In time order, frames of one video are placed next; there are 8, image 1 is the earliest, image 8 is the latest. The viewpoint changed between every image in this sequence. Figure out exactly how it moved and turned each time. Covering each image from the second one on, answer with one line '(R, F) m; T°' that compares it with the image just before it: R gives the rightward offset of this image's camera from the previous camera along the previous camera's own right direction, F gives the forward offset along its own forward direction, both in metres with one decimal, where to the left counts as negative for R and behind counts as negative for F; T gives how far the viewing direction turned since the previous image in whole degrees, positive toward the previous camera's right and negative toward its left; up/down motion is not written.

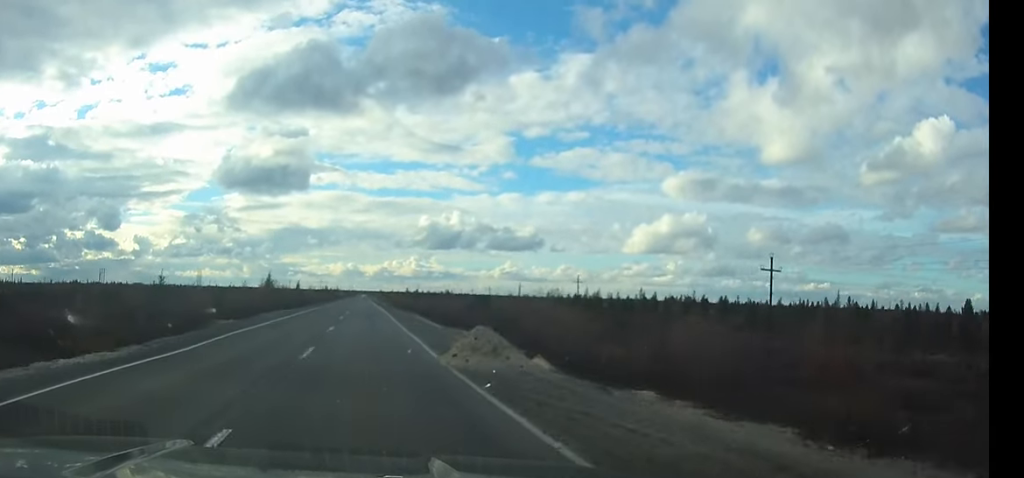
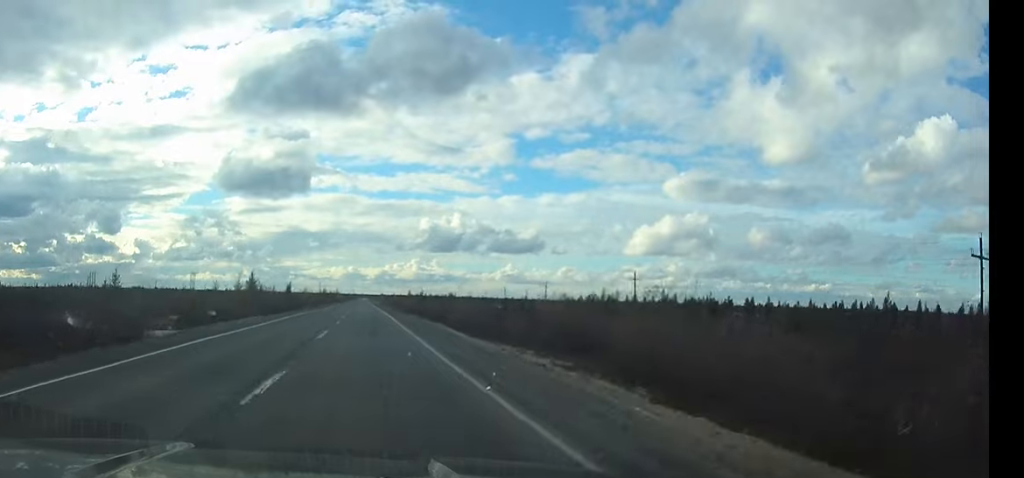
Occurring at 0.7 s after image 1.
(0.0, +20.4) m; 0°
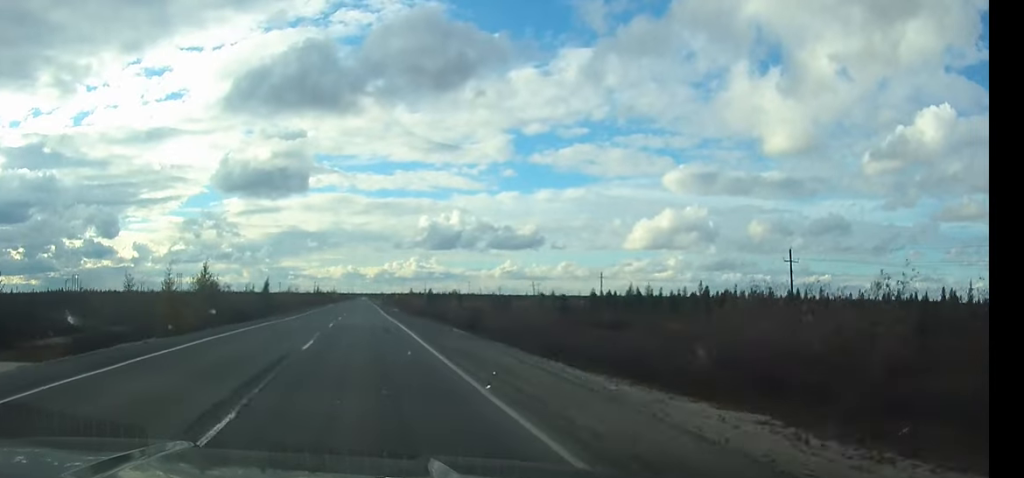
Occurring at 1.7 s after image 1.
(0.0, +30.2) m; 0°
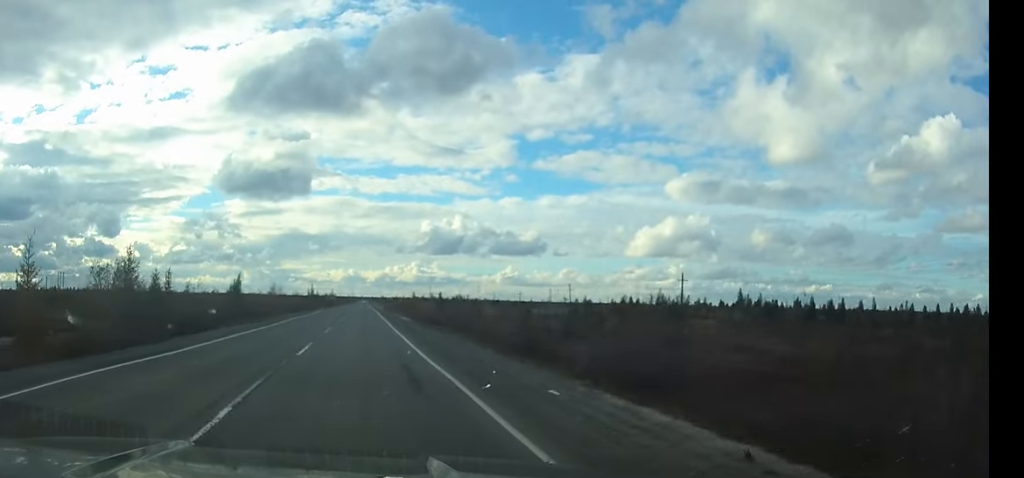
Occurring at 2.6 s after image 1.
(0.0, +25.3) m; 0°
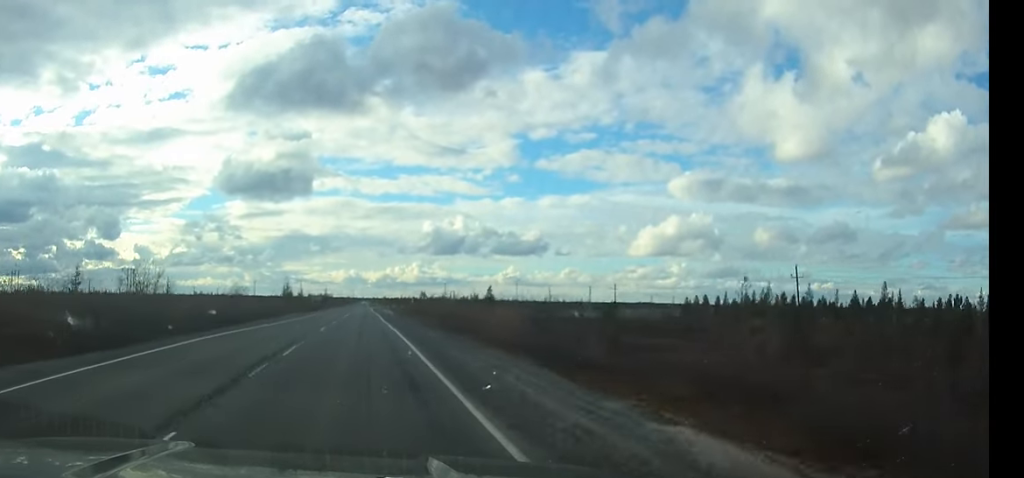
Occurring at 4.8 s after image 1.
(-0.1, +61.1) m; 0°
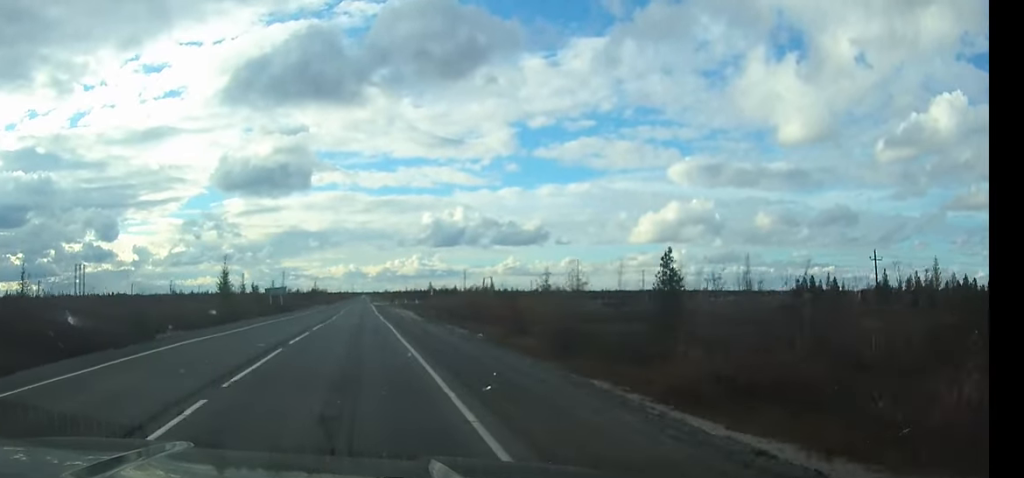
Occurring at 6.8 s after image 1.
(-0.2, +57.1) m; 0°
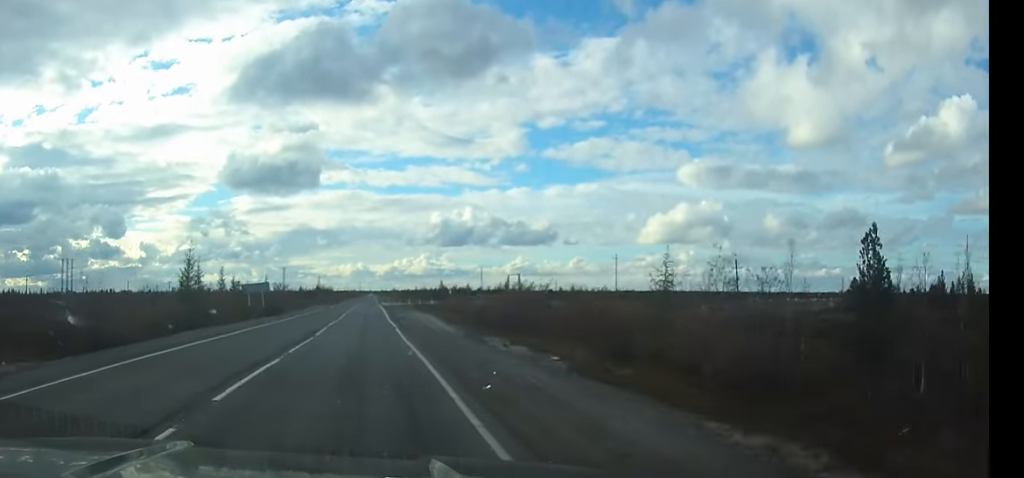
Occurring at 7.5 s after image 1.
(0.0, +17.0) m; 0°
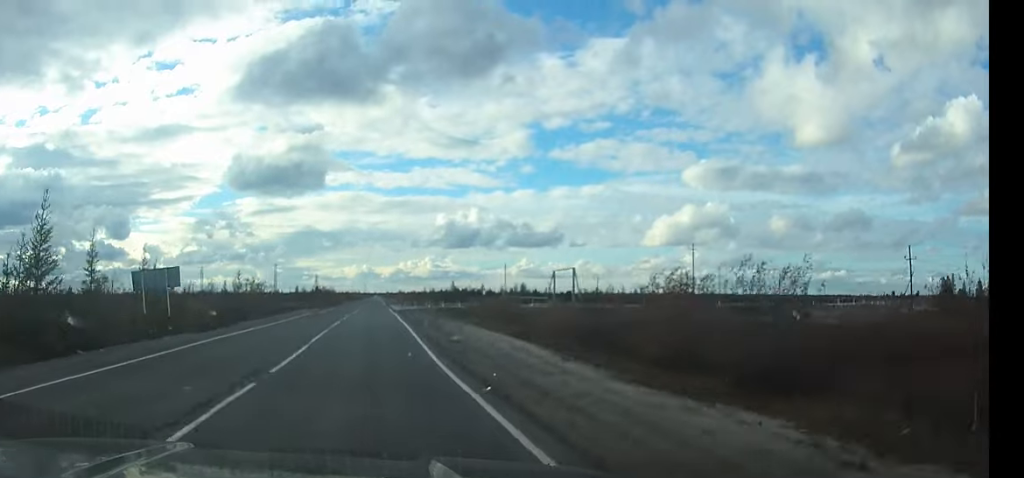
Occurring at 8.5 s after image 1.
(-0.1, +27.3) m; 0°
